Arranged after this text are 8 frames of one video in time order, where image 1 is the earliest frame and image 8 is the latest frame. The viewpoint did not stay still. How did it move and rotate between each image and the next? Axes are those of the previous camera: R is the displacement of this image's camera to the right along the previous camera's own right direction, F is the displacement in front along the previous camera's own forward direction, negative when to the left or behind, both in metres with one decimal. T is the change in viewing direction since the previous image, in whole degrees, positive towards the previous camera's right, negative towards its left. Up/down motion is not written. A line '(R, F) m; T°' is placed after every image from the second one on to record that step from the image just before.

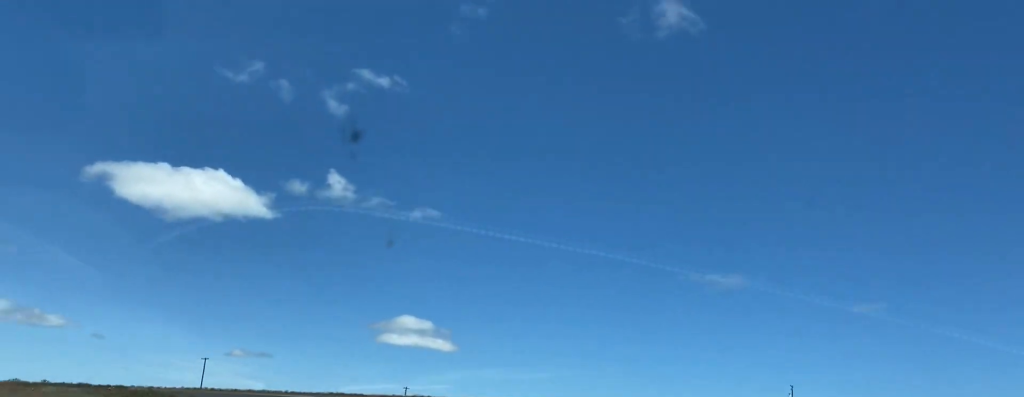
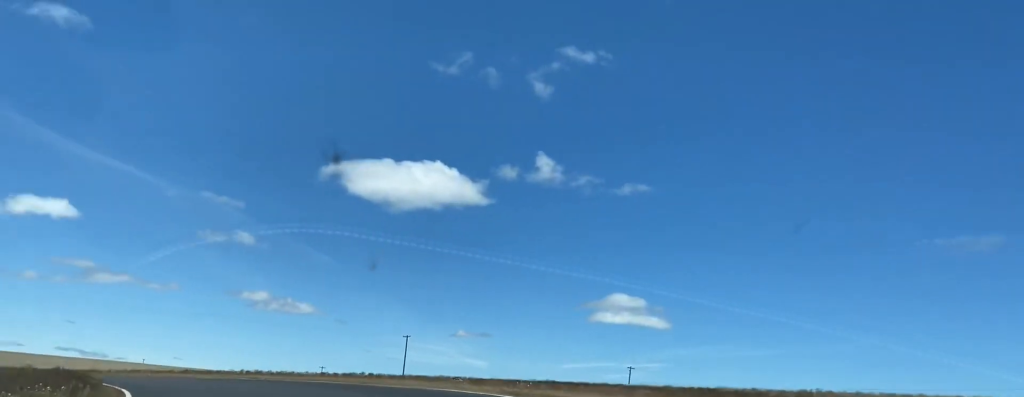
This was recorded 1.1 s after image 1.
(-3.6, +28.2) m; -16°
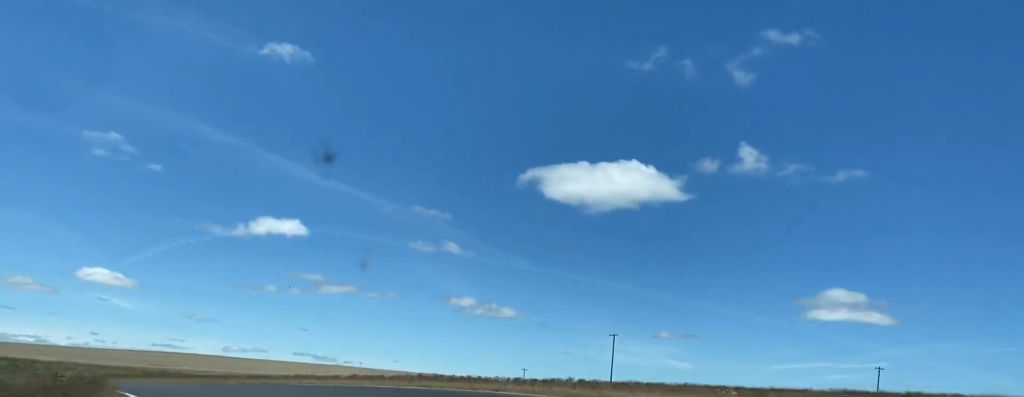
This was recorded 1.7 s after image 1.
(-0.5, +15.5) m; -15°
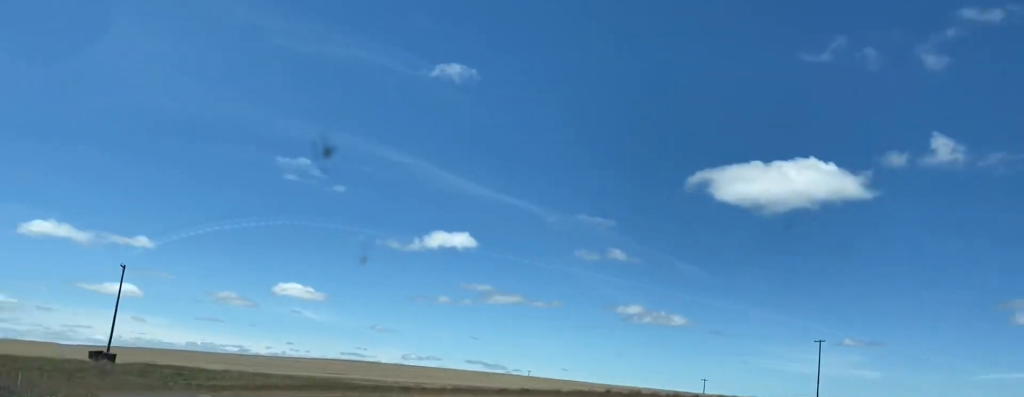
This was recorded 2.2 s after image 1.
(-1.8, +10.3) m; -10°
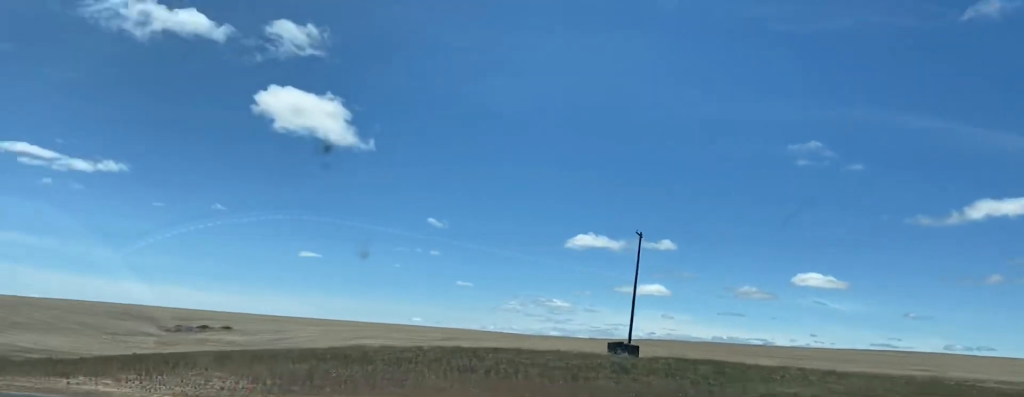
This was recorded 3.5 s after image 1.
(-7.3, +29.2) m; -27°
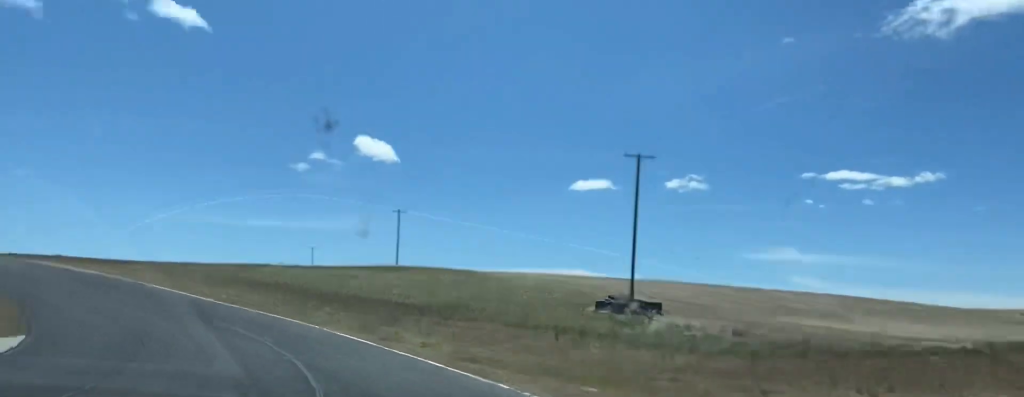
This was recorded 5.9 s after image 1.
(-28.6, +47.6) m; -60°
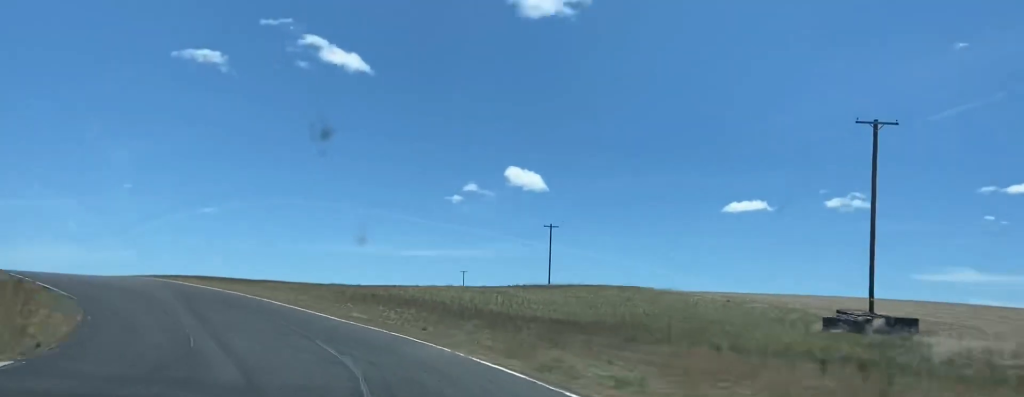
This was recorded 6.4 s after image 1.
(-2.2, +13.0) m; -10°
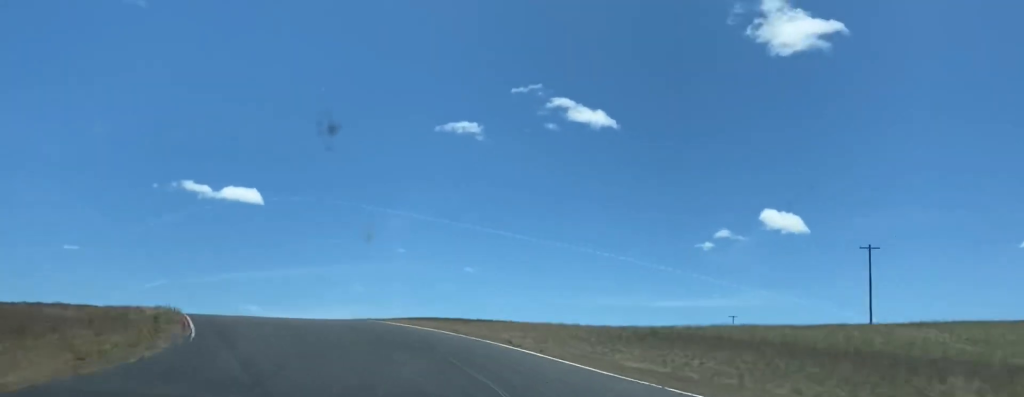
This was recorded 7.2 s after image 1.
(-3.2, +22.6) m; -15°
